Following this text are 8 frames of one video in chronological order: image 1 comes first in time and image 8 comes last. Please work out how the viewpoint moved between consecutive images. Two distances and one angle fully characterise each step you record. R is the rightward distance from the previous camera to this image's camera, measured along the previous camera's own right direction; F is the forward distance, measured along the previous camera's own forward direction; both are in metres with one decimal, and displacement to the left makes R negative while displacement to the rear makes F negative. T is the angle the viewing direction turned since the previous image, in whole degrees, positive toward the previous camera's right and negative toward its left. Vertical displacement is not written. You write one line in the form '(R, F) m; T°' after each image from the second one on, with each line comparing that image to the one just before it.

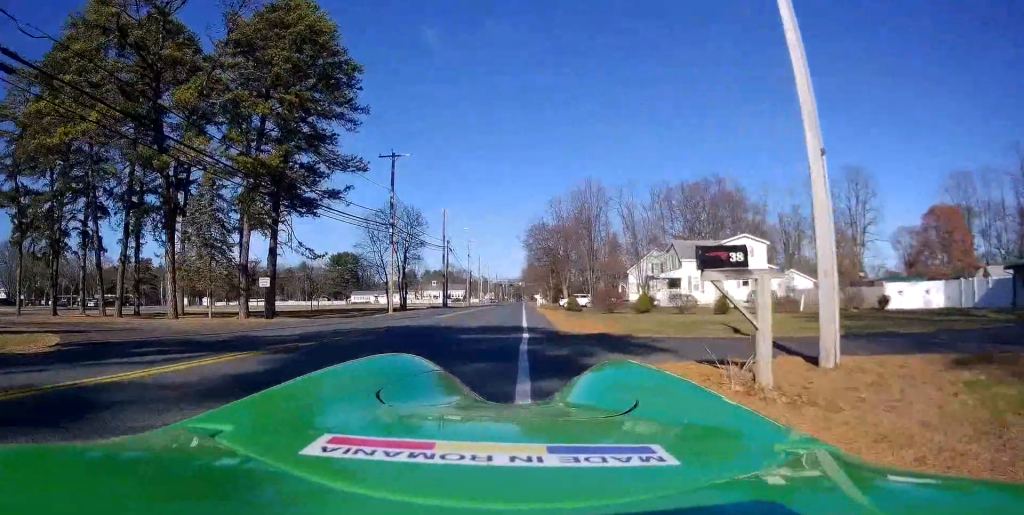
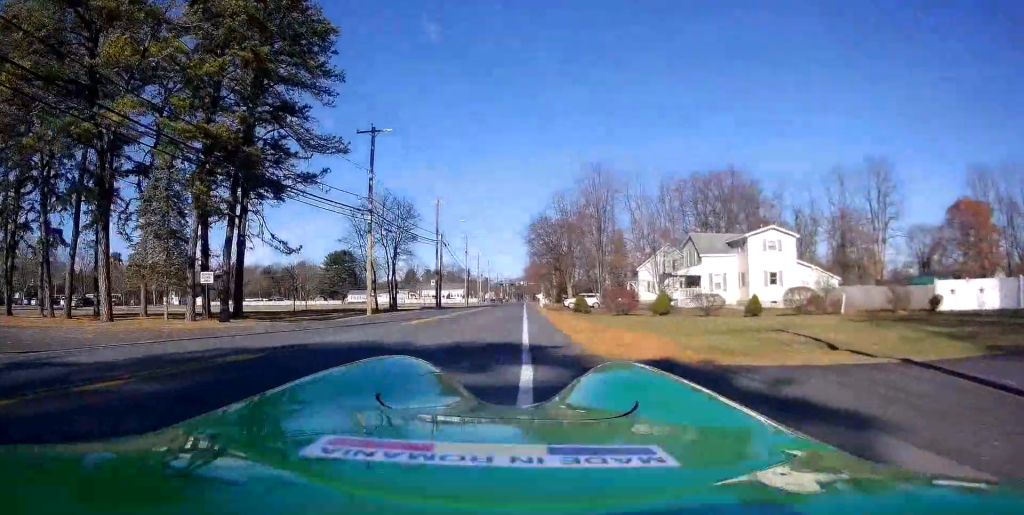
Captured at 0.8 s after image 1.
(+0.1, +6.2) m; +2°
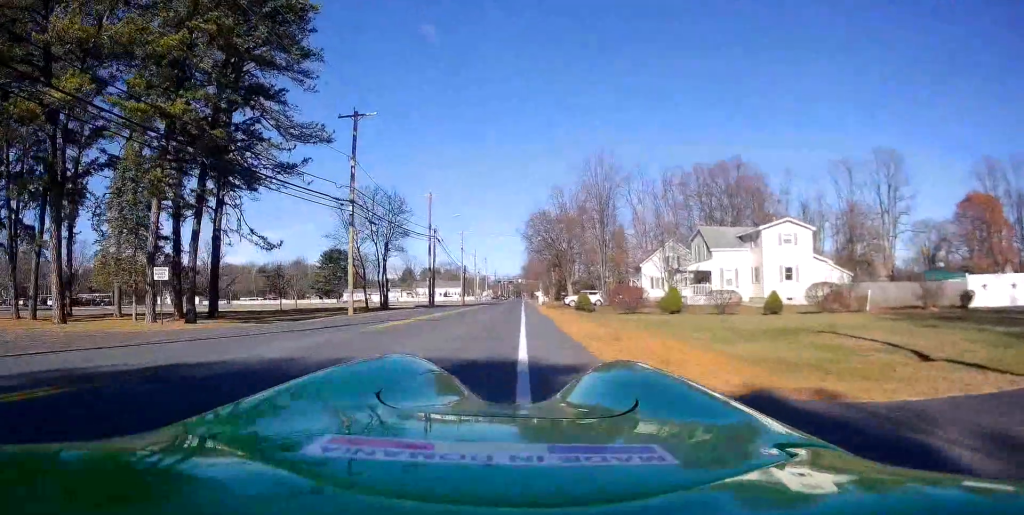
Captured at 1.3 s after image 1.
(+0.2, +3.4) m; 0°
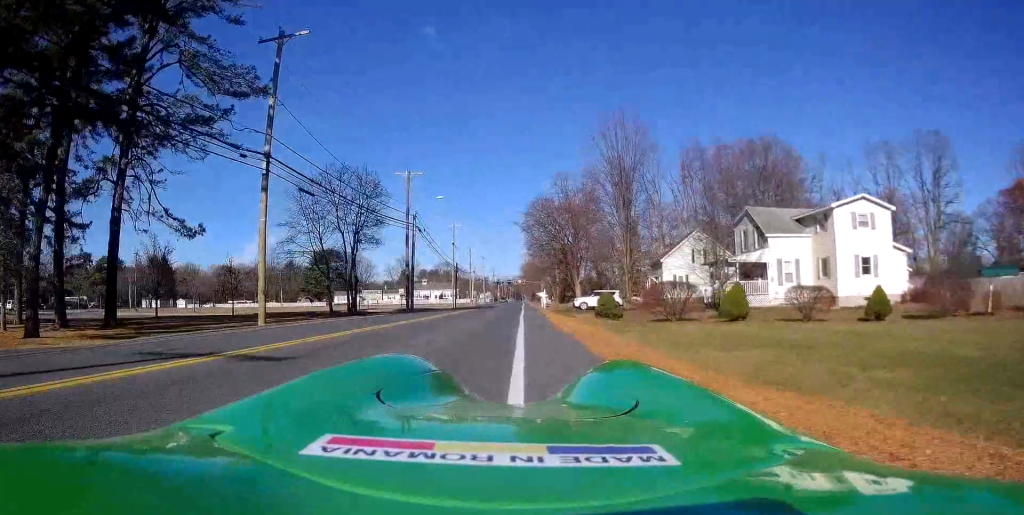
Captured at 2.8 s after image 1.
(-0.5, +11.5) m; -2°
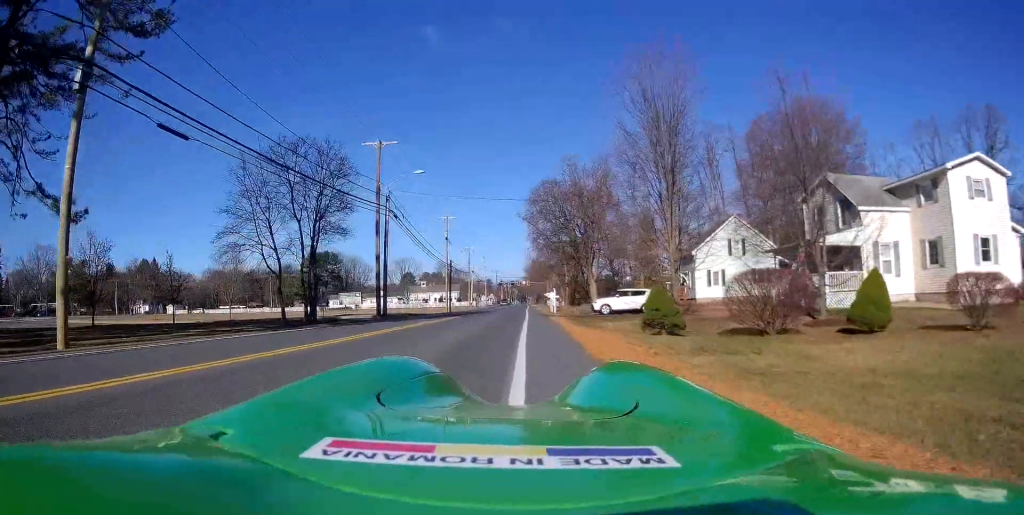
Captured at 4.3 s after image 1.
(+0.4, +10.8) m; +2°
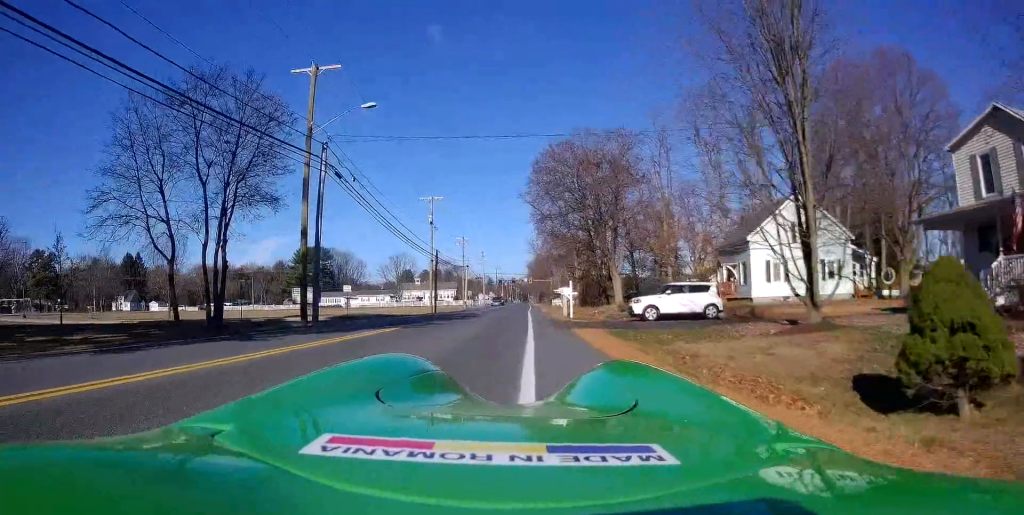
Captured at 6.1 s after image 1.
(-0.1, +13.1) m; +2°
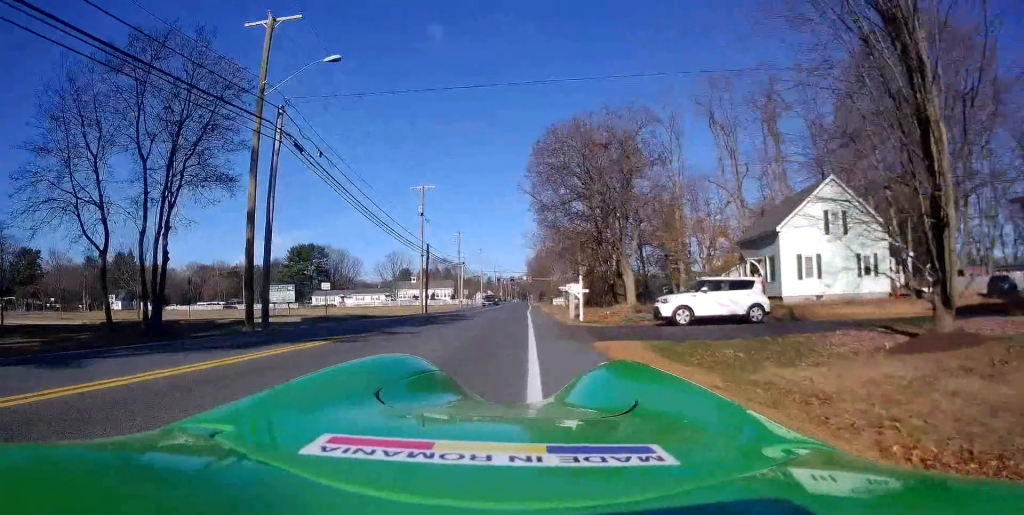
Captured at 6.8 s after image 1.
(+0.1, +5.2) m; +1°
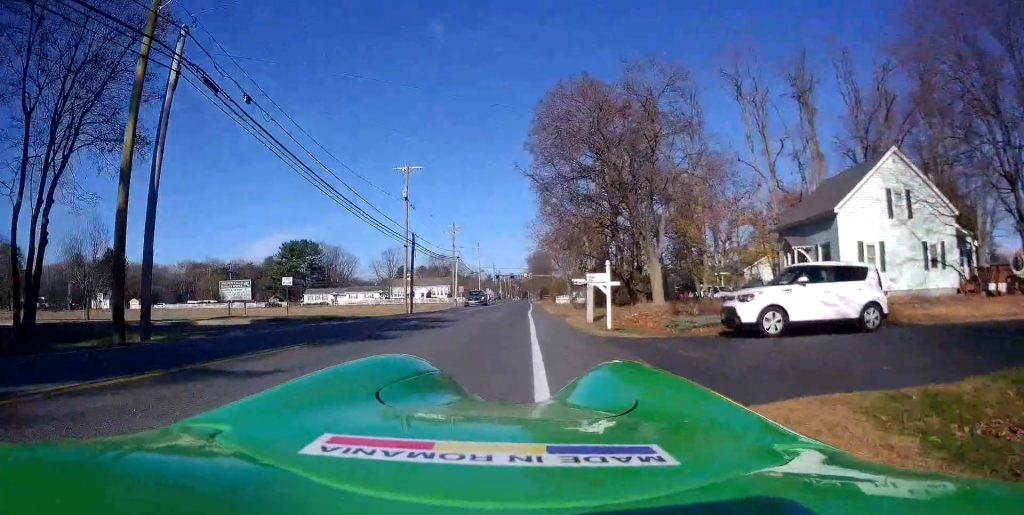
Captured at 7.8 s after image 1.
(-0.1, +7.3) m; -2°
